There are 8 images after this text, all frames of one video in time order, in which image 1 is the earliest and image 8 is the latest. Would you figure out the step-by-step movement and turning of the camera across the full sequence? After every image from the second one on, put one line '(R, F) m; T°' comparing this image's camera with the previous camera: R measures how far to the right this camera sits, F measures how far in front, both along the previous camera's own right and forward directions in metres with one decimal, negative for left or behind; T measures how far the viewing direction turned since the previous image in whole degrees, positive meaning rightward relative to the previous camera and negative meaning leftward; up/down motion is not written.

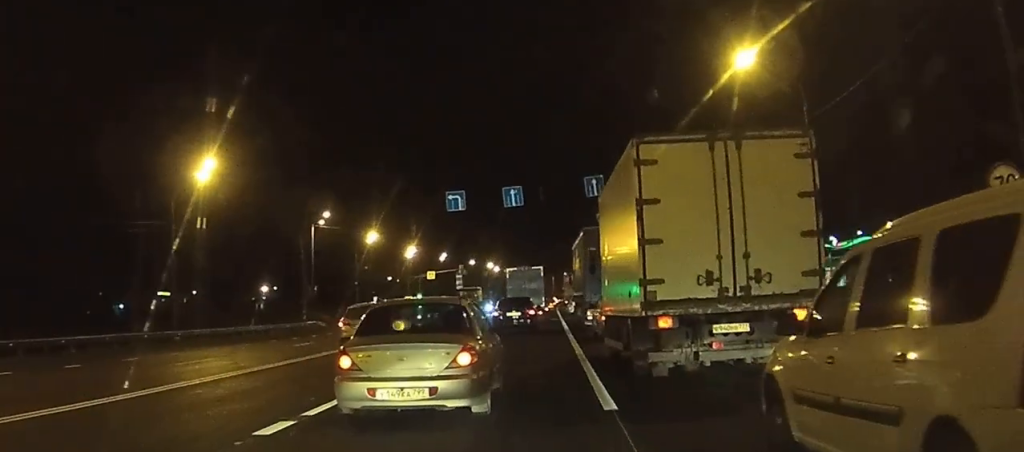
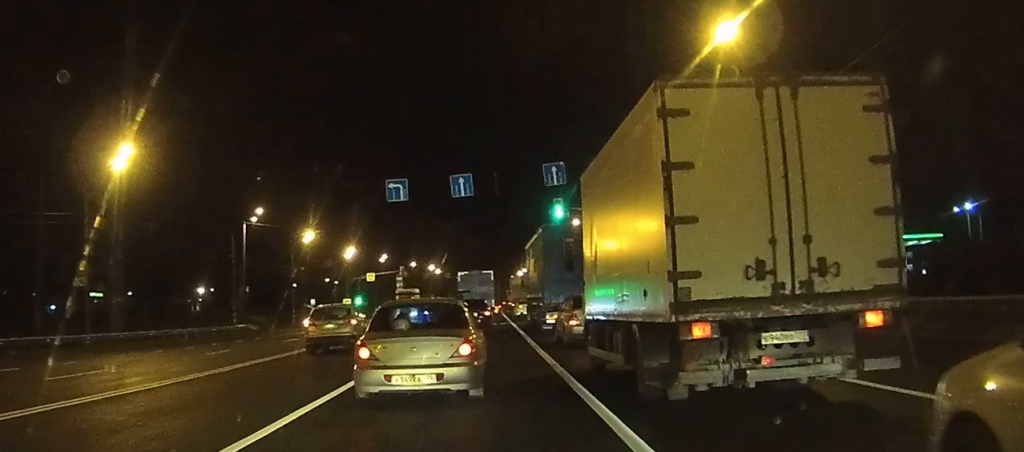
(+0.1, +5.3) m; +2°
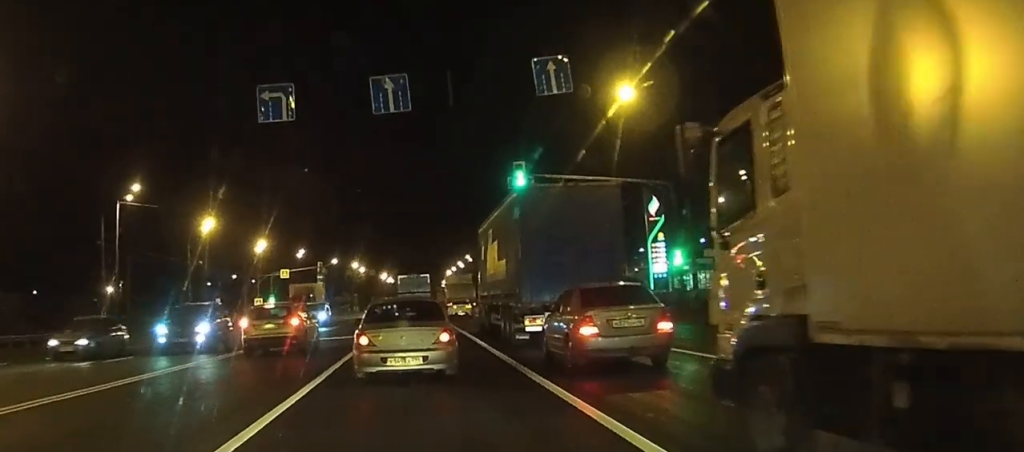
(+0.4, +17.2) m; +2°
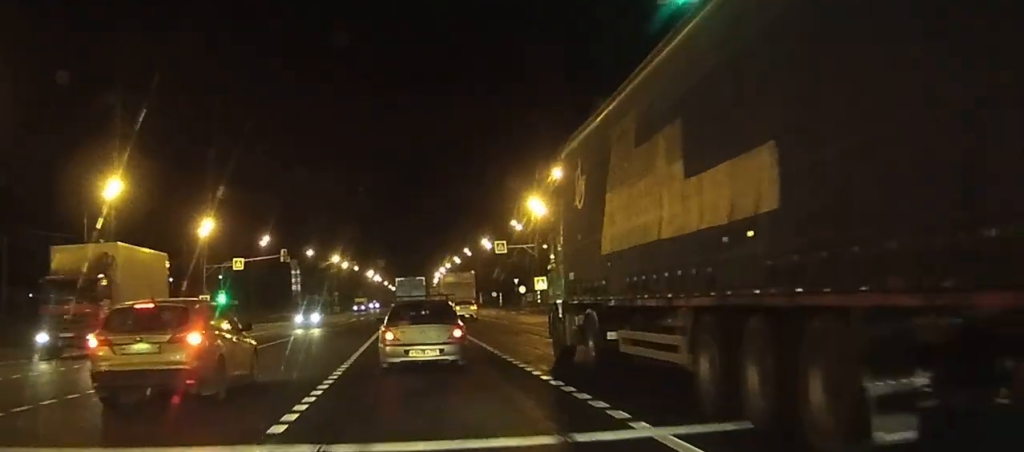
(+1.0, +30.0) m; +3°
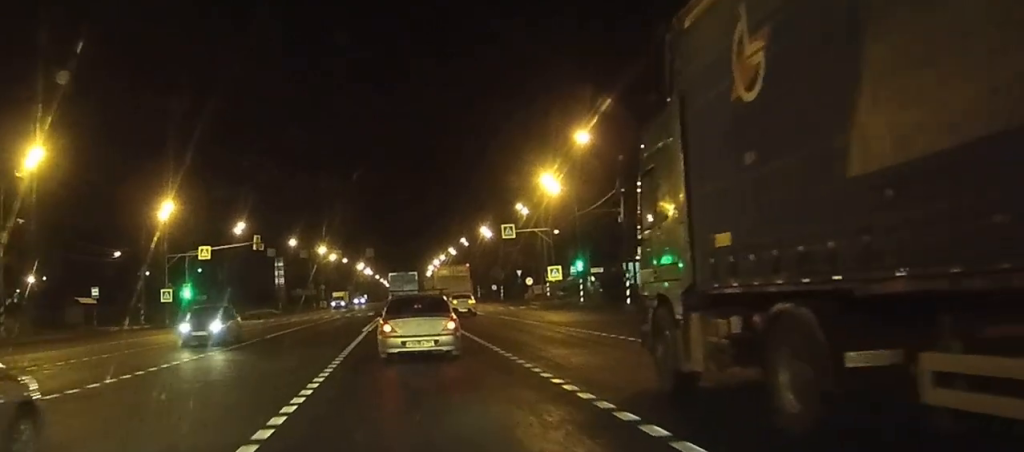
(0.0, +13.7) m; 0°
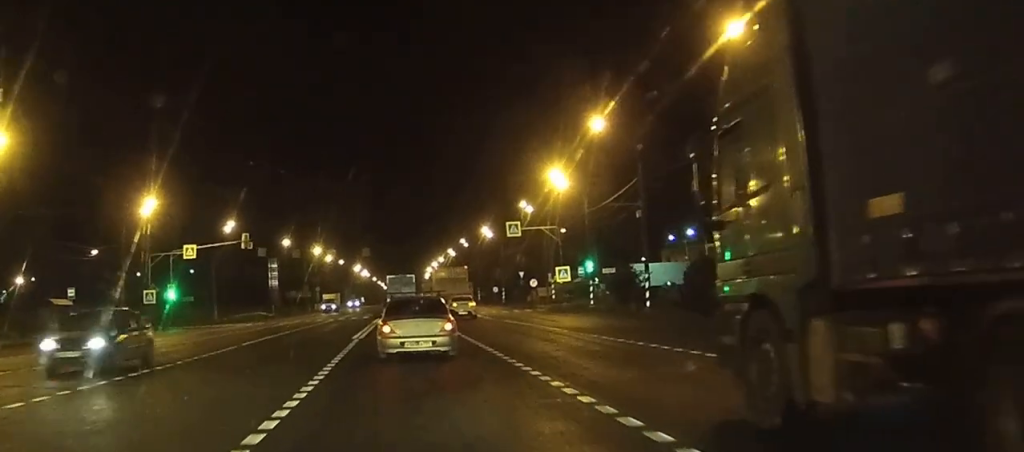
(0.0, +5.4) m; 0°
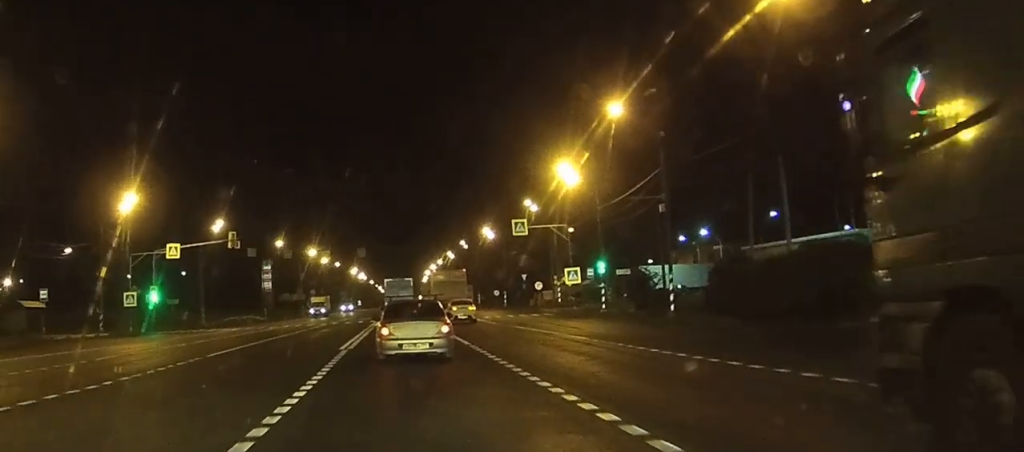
(0.0, +5.5) m; 0°
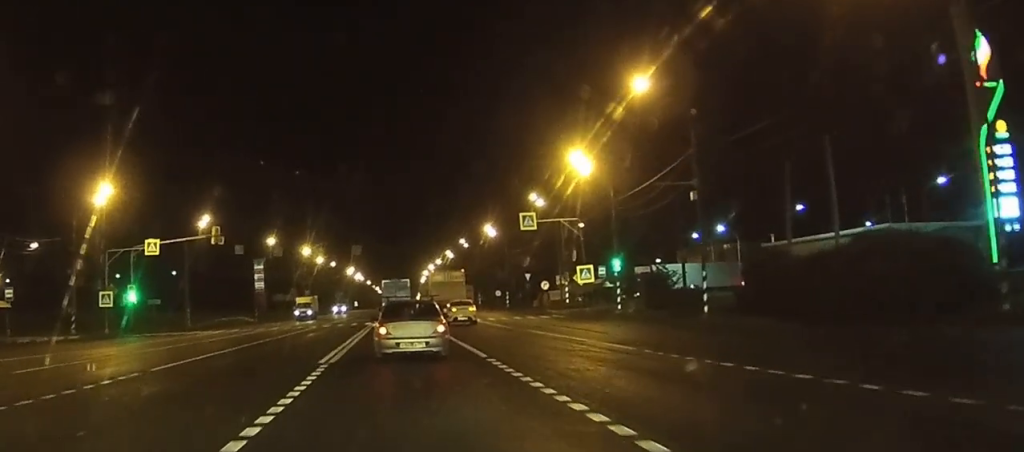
(0.0, +6.0) m; 0°
